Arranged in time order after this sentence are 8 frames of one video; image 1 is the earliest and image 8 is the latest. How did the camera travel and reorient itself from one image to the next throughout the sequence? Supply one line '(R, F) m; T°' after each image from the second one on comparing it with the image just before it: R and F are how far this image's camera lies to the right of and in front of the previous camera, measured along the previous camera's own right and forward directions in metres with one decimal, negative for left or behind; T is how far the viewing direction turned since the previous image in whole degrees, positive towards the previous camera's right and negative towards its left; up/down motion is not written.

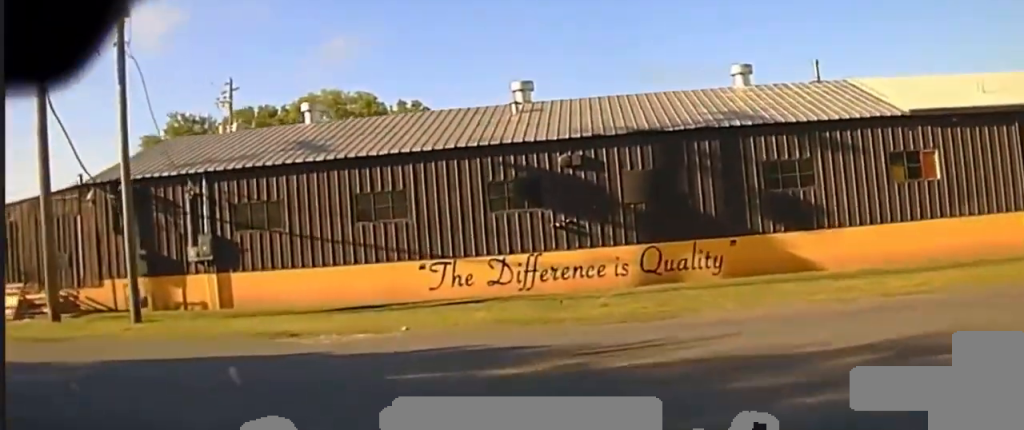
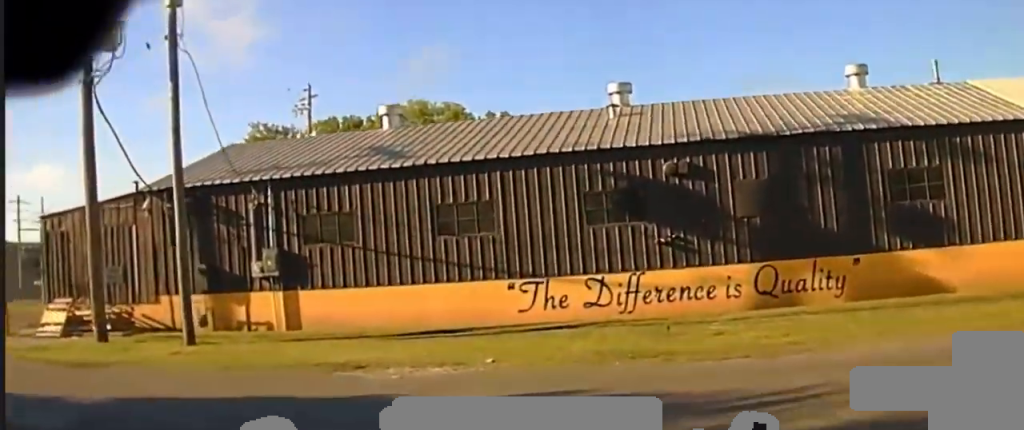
(-0.3, +3.5) m; -9°
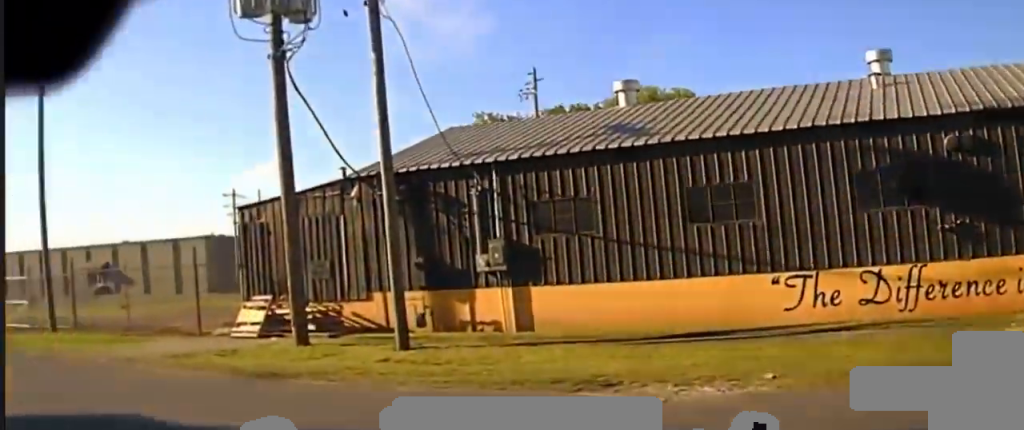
(0.0, +4.2) m; -13°
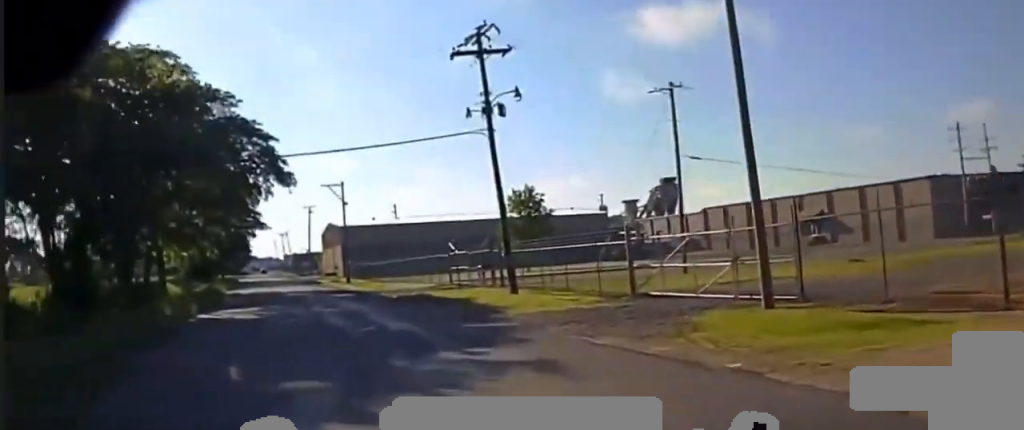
(-3.1, +8.8) m; -35°
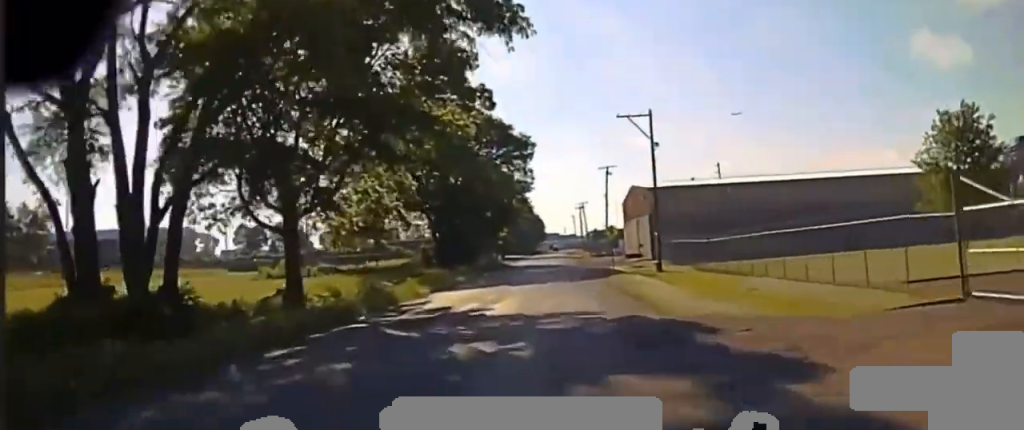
(-9.2, +26.5) m; -25°
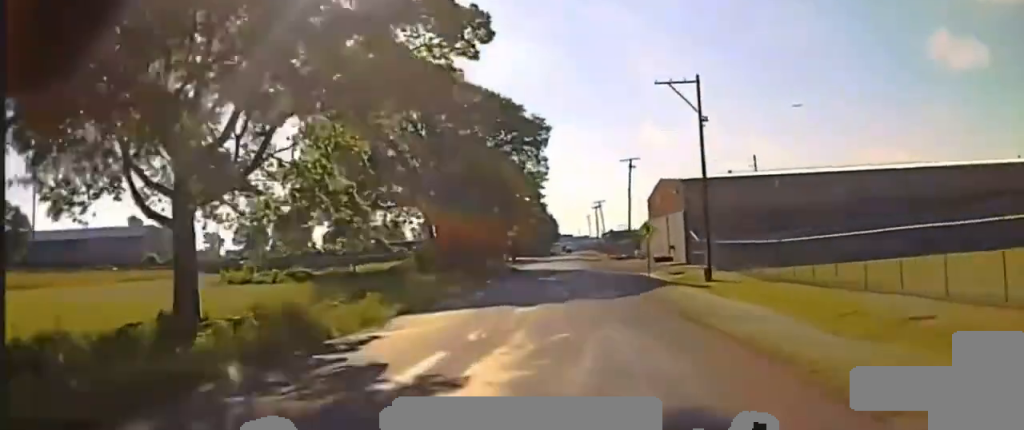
(-0.2, +11.9) m; -1°
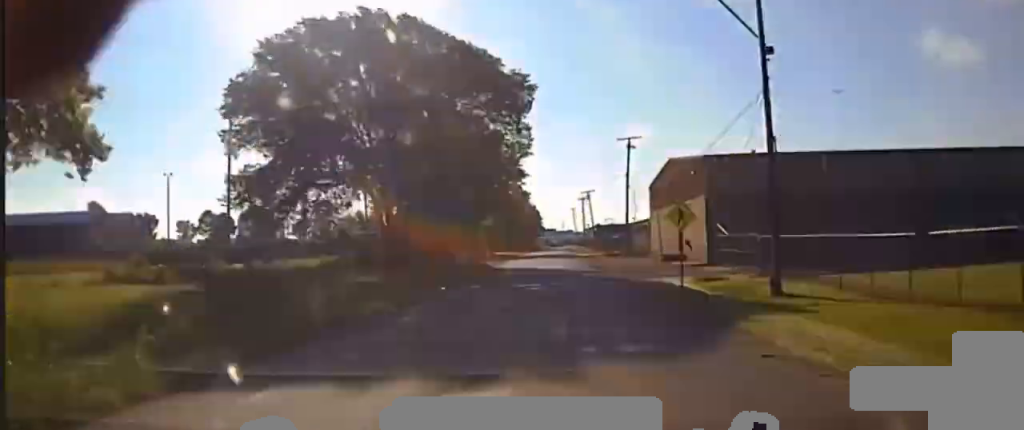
(0.0, +15.2) m; 0°
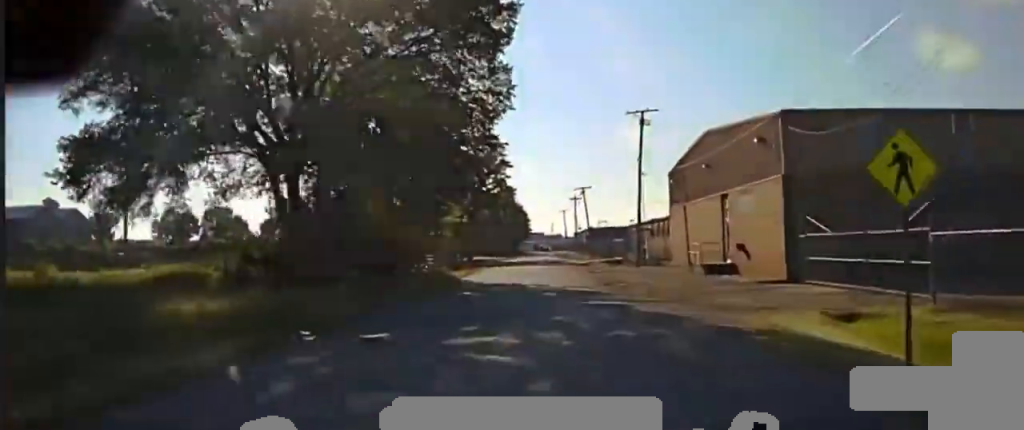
(0.0, +21.2) m; 0°
